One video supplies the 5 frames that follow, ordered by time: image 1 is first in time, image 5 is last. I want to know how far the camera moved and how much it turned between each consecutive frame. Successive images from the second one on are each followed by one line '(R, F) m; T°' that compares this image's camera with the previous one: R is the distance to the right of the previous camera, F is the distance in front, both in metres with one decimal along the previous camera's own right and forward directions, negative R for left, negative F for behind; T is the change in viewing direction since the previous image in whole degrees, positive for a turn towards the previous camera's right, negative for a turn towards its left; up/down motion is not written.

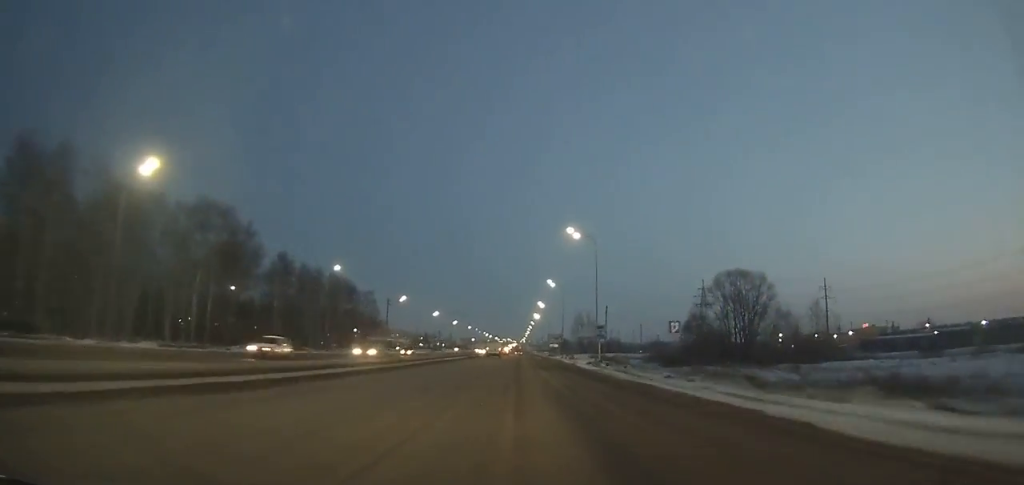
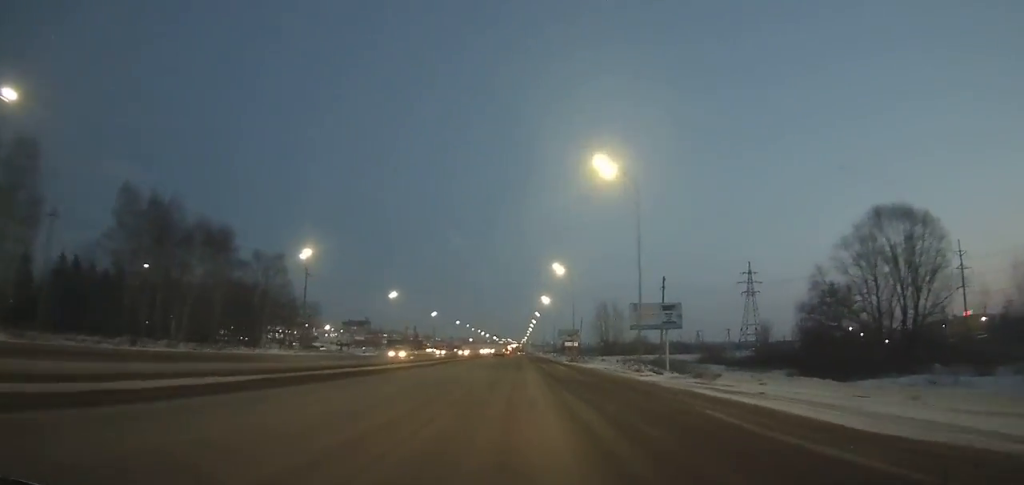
(+0.1, +59.1) m; 0°
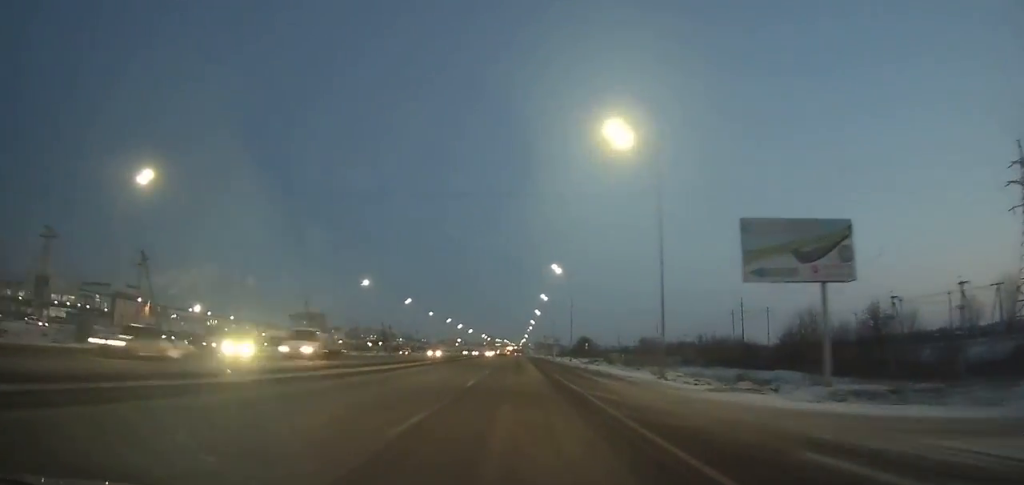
(-0.2, +138.3) m; 0°
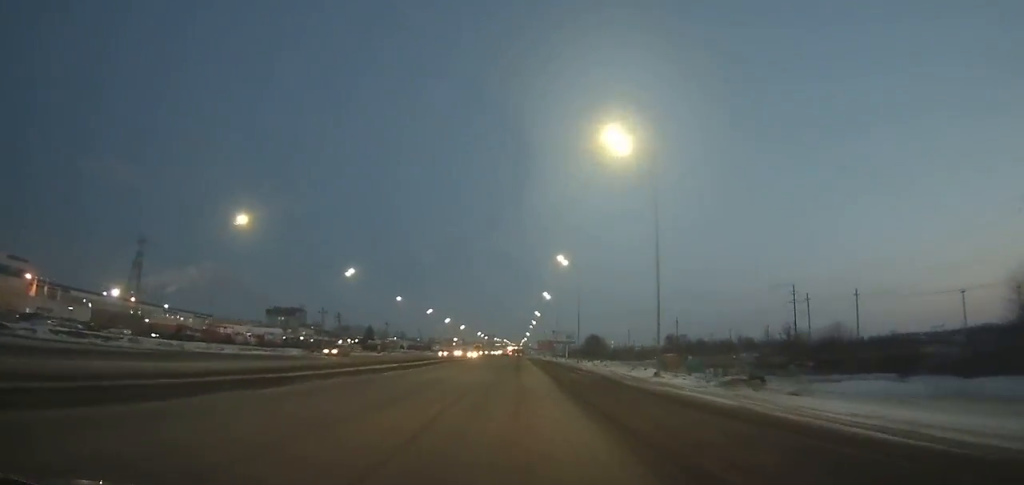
(0.0, +45.2) m; 0°
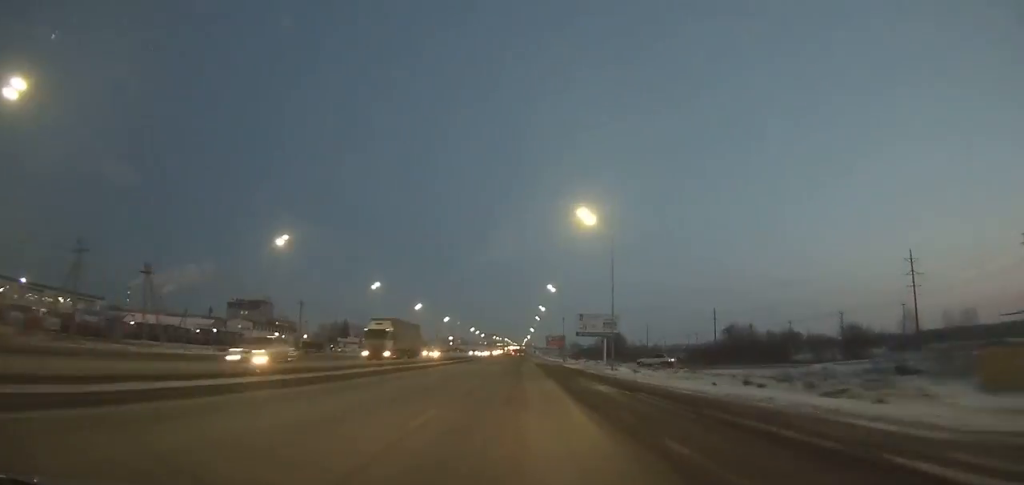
(+0.2, +60.5) m; 0°
